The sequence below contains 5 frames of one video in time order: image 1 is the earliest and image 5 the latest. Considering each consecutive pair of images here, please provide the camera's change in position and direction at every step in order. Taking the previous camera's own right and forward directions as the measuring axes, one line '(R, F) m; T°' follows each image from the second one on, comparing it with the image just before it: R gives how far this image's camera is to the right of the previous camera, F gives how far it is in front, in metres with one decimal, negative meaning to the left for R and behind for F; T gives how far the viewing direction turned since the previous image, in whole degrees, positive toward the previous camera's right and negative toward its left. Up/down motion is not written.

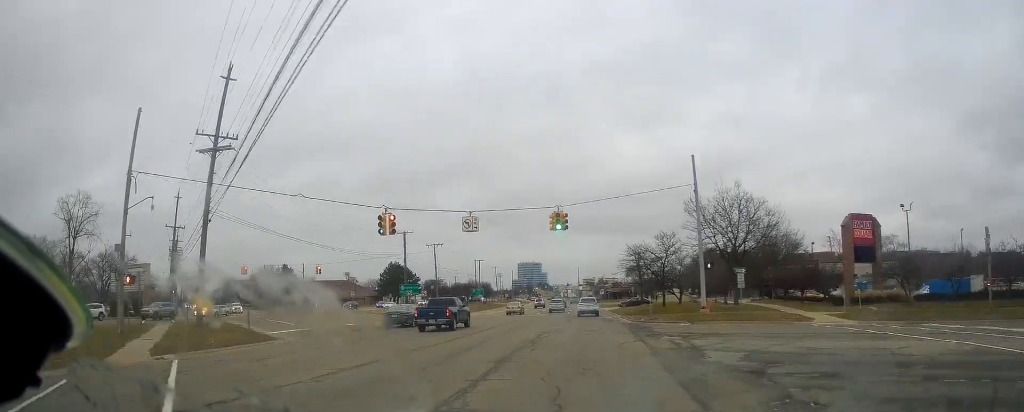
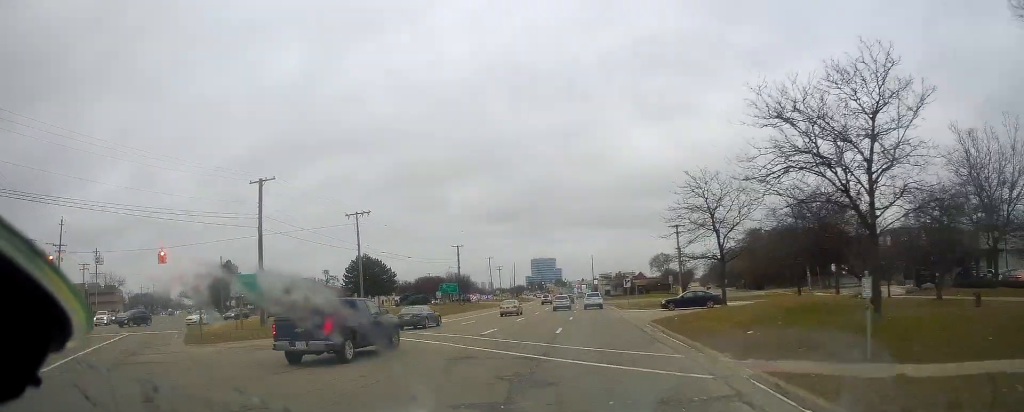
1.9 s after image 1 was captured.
(-0.1, +39.2) m; 0°
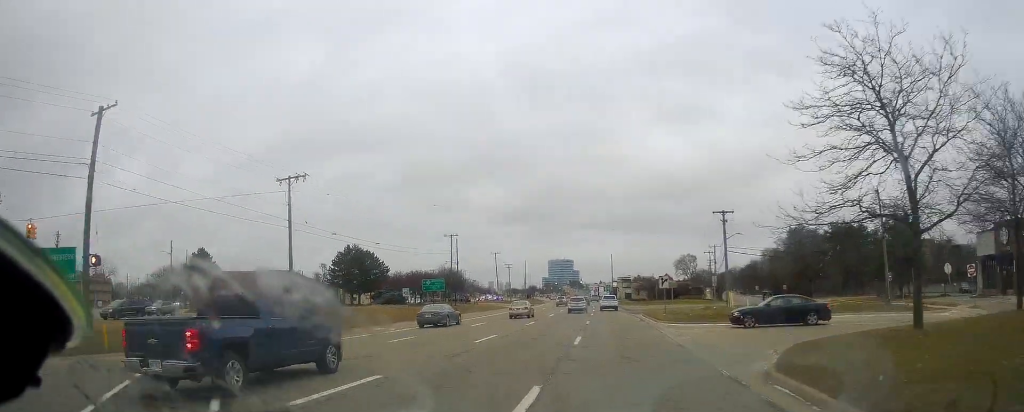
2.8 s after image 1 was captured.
(+0.2, +18.9) m; -1°
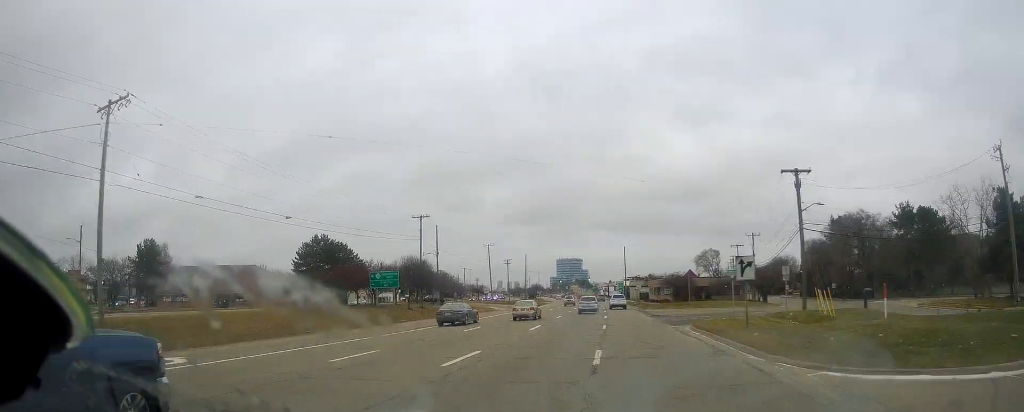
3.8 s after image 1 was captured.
(-0.6, +21.5) m; -3°
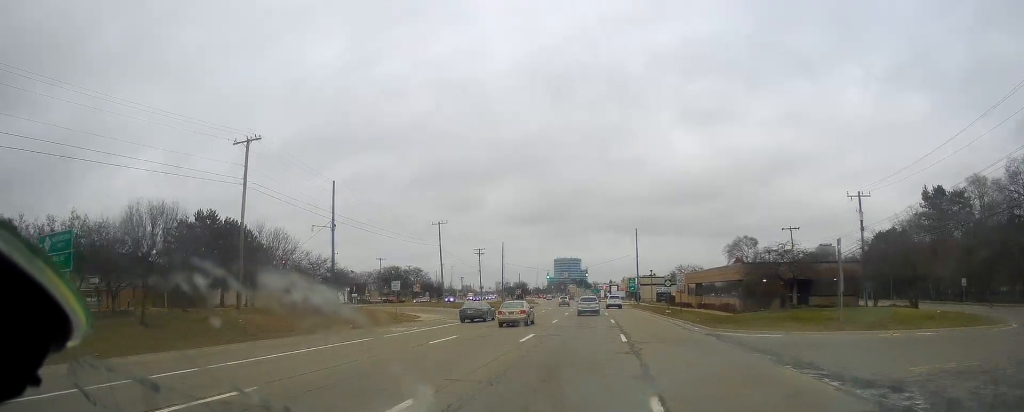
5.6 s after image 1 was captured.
(-0.6, +39.3) m; -1°
